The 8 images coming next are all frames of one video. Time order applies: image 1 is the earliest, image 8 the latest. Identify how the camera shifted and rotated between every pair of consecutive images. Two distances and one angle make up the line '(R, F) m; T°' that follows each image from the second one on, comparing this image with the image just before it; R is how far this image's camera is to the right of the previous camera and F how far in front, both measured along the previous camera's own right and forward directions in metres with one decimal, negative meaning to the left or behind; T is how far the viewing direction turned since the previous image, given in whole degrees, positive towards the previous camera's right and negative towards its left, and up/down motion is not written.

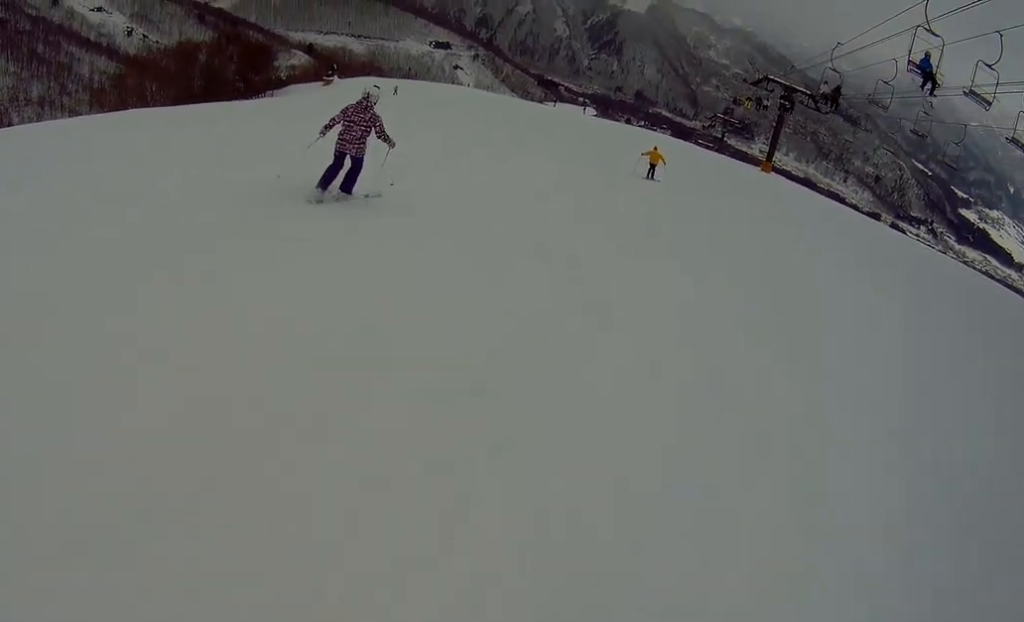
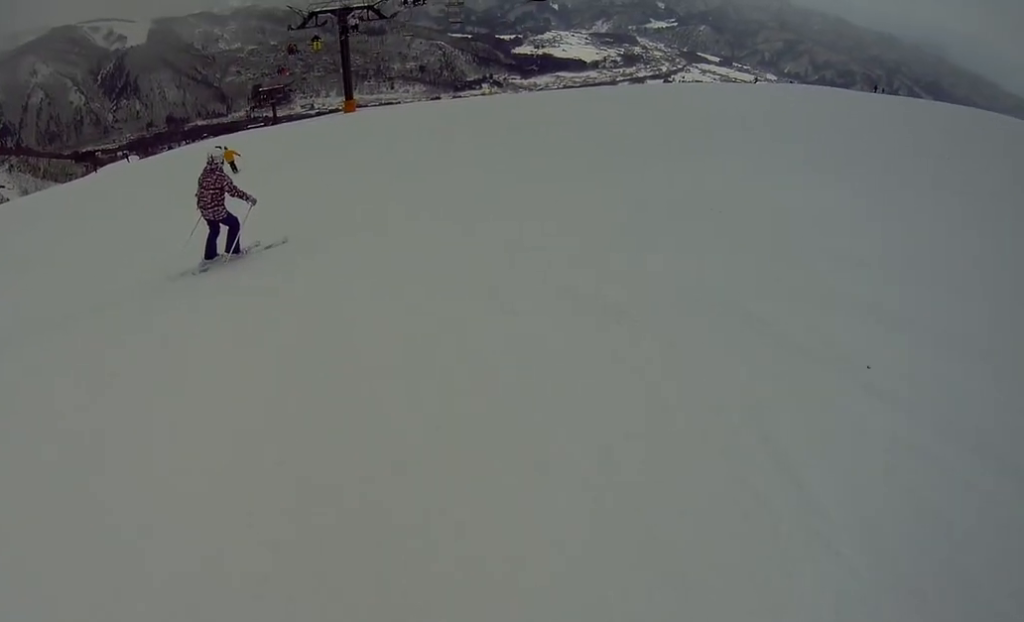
(+2.2, +11.2) m; +35°
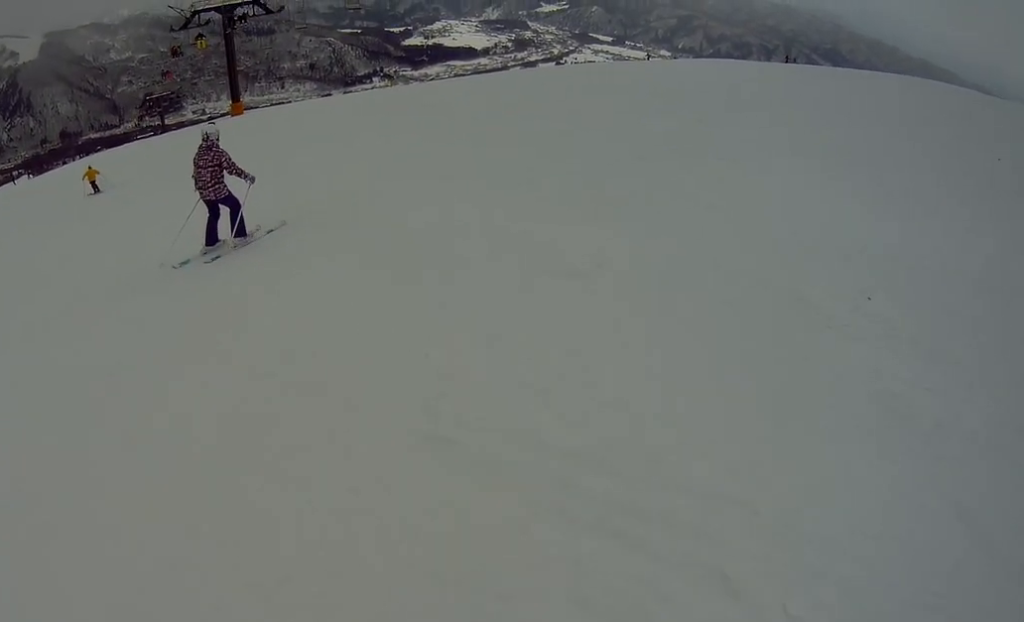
(+0.6, +4.1) m; +3°
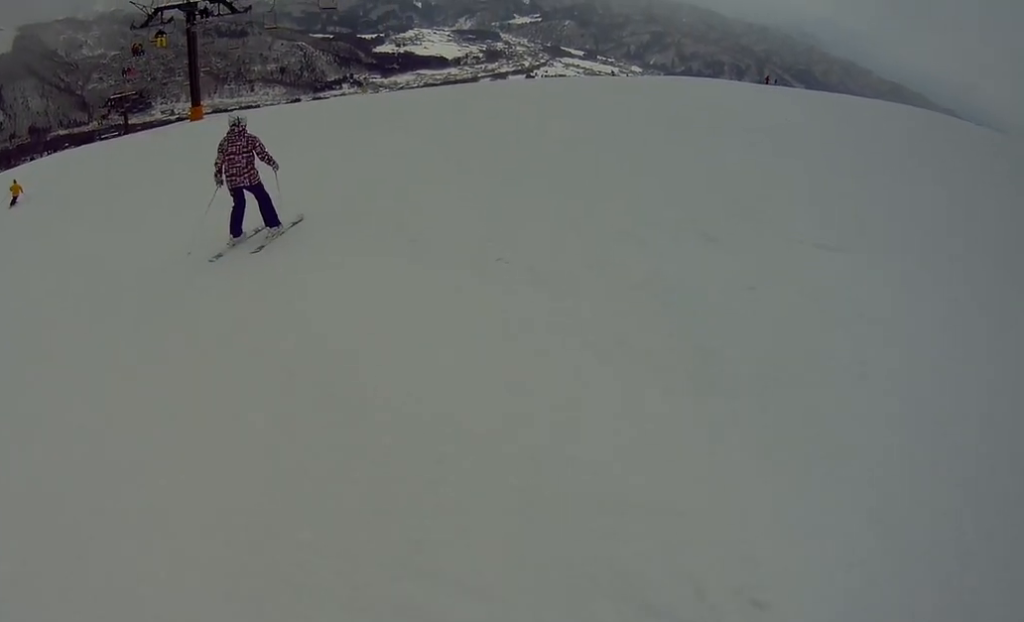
(+1.0, +3.4) m; -7°
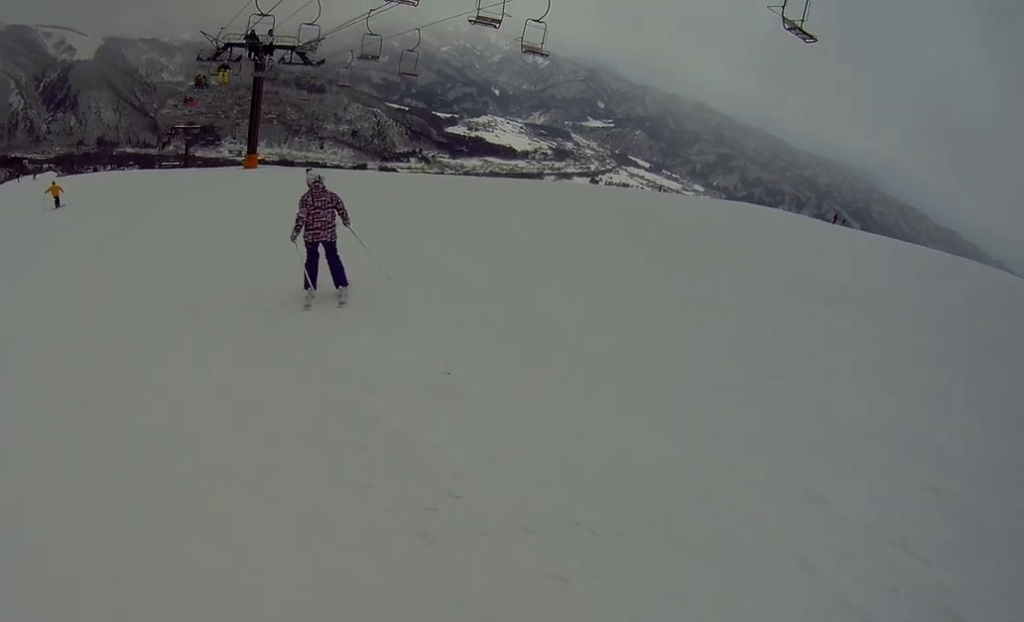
(-1.3, +3.6) m; -15°
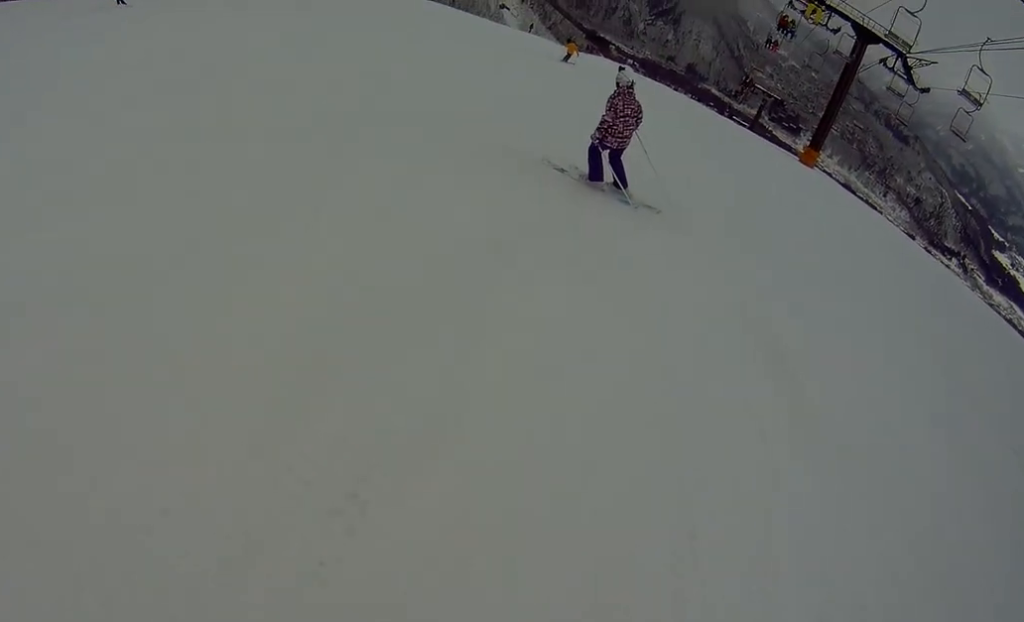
(-2.3, +9.5) m; -19°
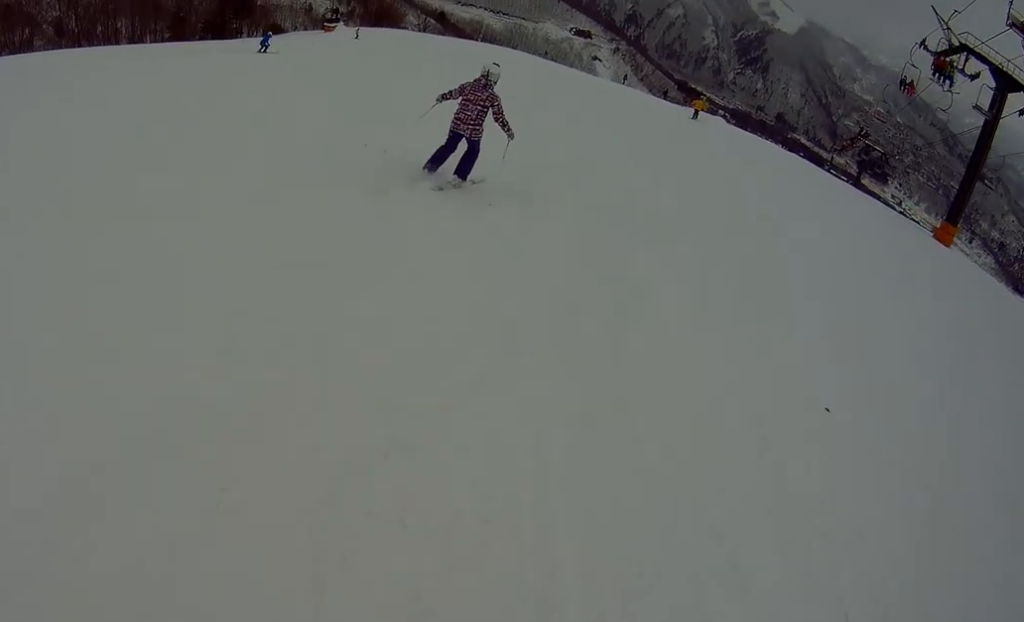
(+0.1, +6.6) m; +15°
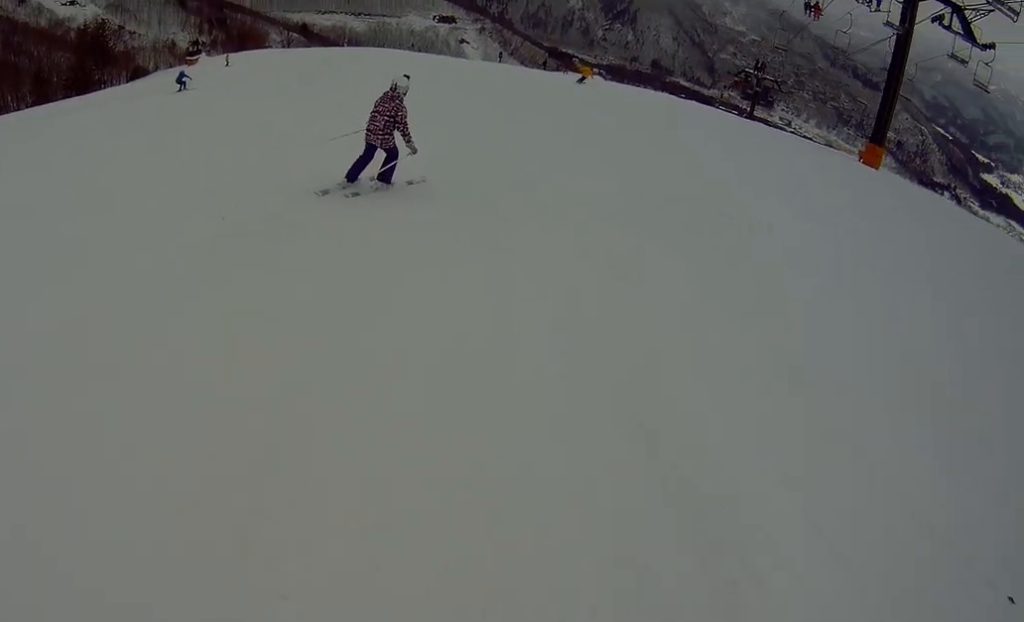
(+0.5, +2.3) m; +8°
